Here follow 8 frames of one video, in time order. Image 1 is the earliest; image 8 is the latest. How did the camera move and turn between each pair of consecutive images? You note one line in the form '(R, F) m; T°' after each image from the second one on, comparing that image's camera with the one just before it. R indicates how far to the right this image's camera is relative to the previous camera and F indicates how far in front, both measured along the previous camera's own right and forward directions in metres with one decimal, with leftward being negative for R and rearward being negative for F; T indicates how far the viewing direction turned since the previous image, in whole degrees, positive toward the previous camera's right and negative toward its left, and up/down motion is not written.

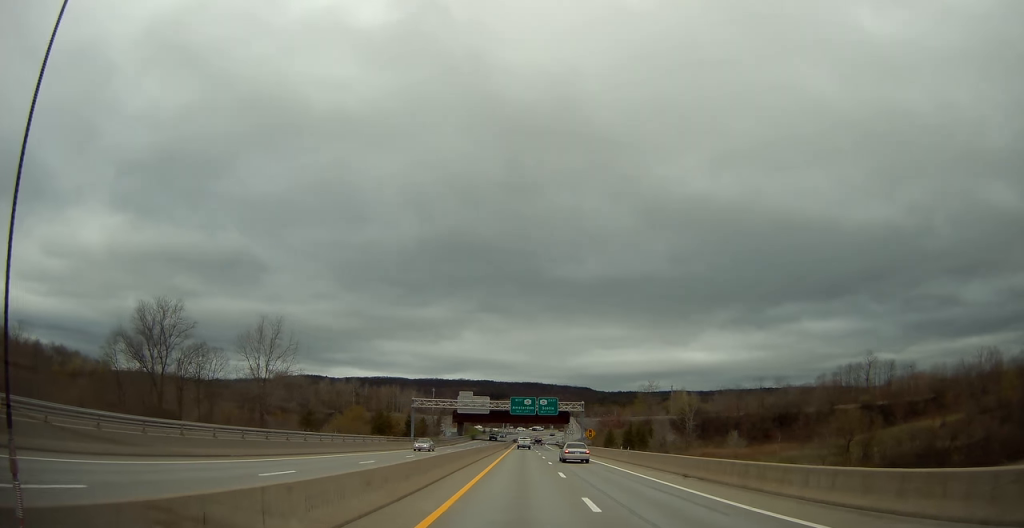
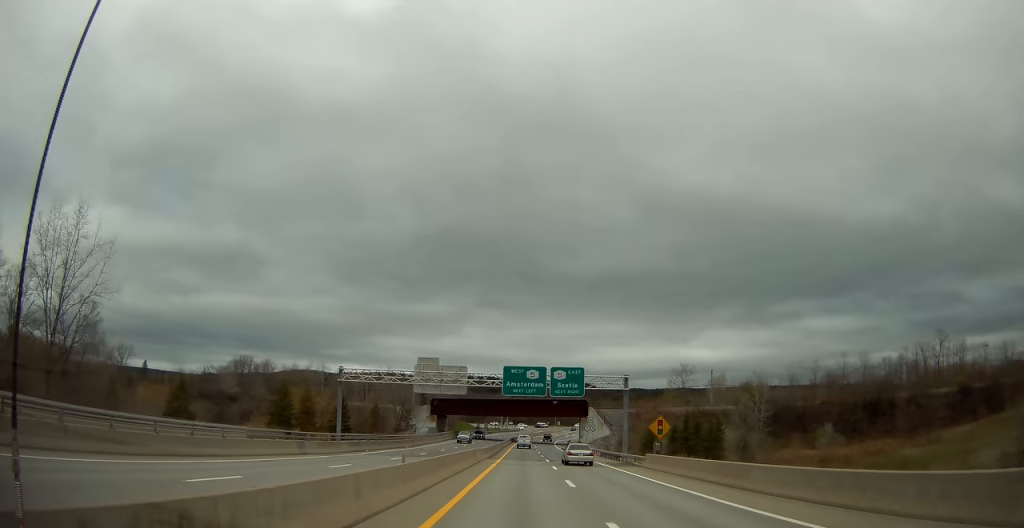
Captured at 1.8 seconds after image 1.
(0.0, +41.3) m; 0°
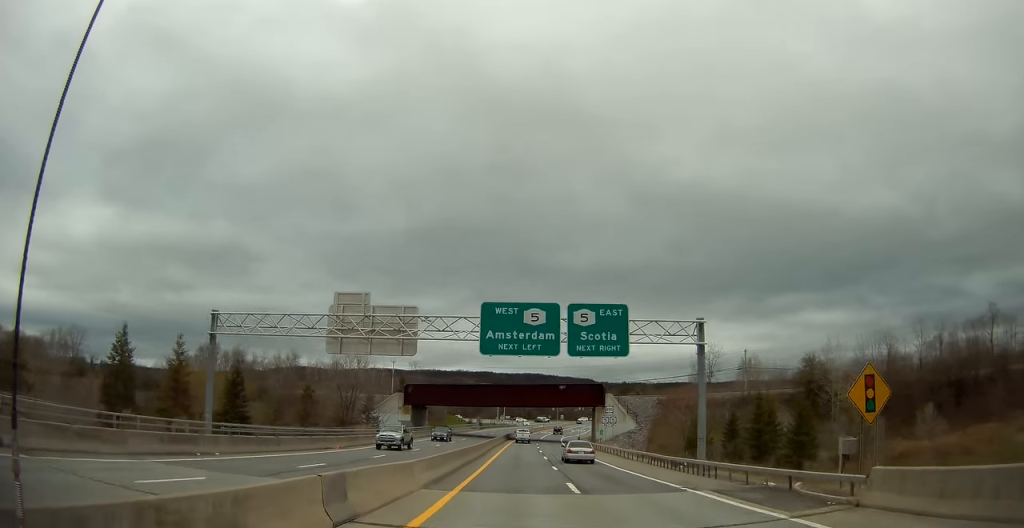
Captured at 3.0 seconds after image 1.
(-0.1, +26.1) m; 0°
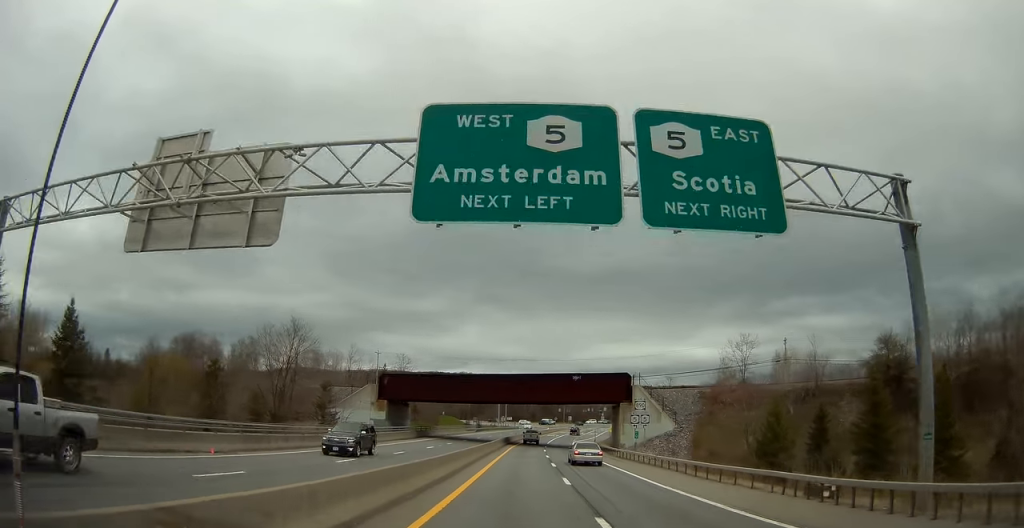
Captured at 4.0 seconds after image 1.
(0.0, +19.6) m; 0°
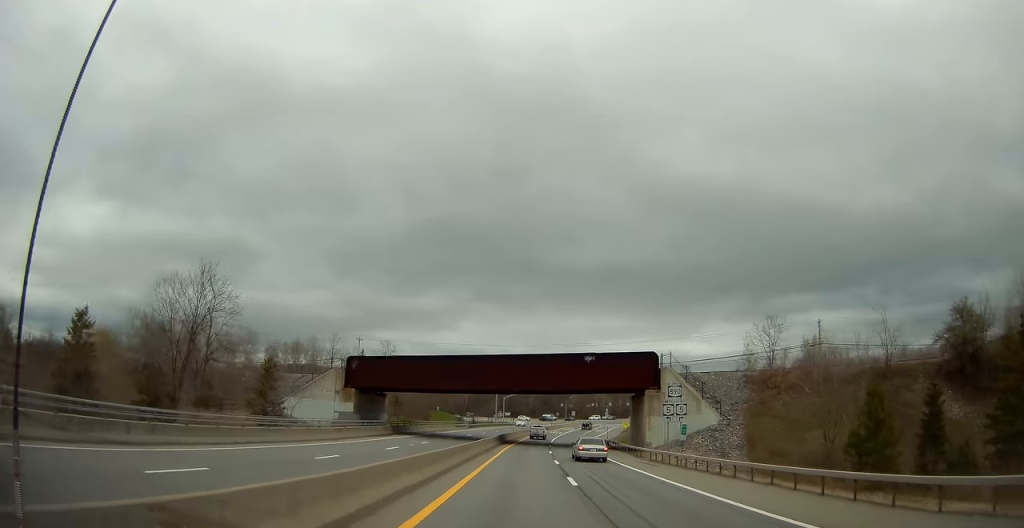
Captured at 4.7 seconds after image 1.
(+0.3, +14.5) m; 0°
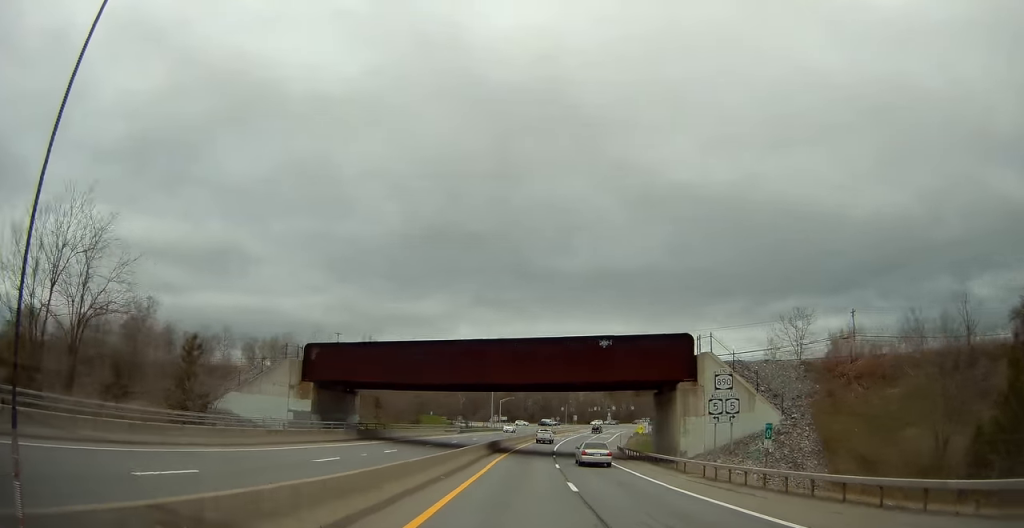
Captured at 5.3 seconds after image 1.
(-0.2, +12.4) m; 0°
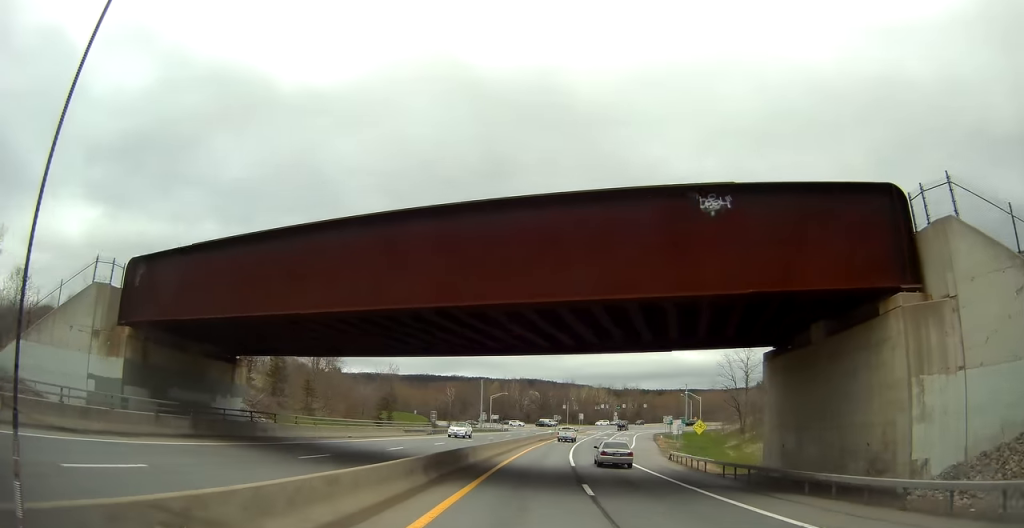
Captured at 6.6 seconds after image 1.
(+0.3, +26.5) m; 0°
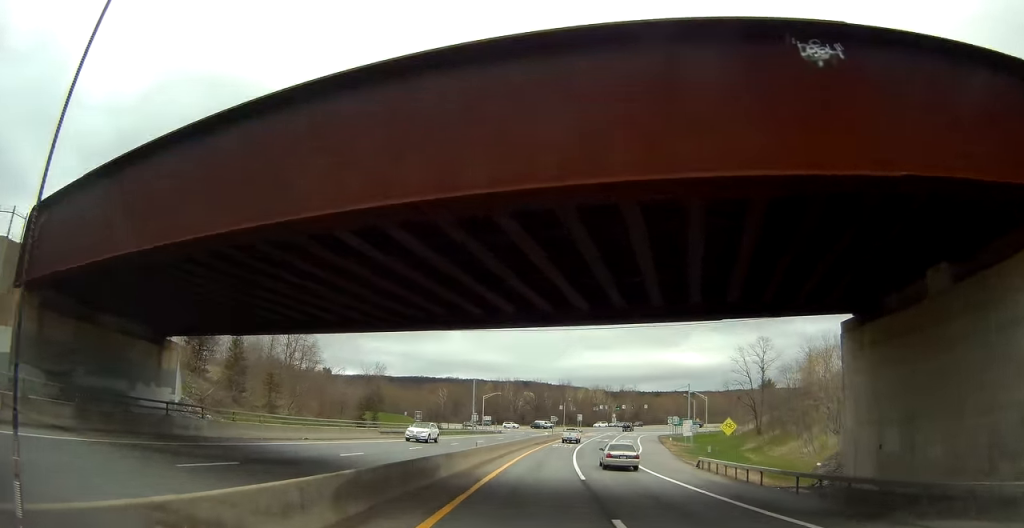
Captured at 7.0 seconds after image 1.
(-0.1, +8.1) m; 0°
